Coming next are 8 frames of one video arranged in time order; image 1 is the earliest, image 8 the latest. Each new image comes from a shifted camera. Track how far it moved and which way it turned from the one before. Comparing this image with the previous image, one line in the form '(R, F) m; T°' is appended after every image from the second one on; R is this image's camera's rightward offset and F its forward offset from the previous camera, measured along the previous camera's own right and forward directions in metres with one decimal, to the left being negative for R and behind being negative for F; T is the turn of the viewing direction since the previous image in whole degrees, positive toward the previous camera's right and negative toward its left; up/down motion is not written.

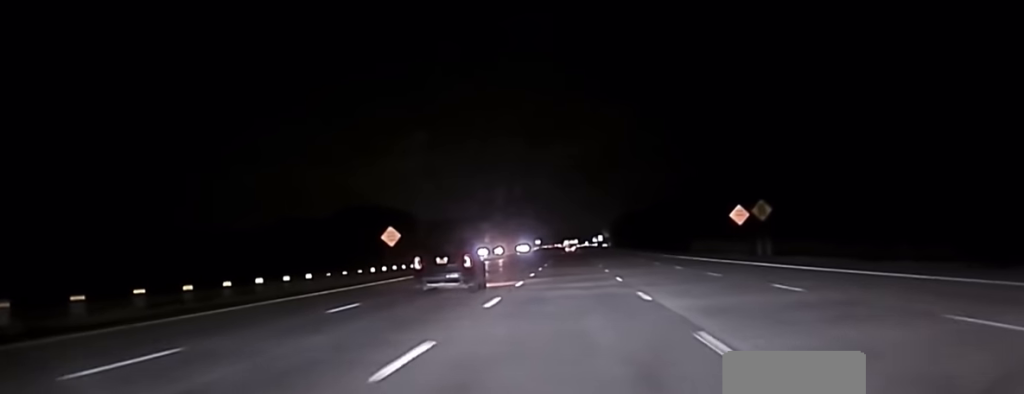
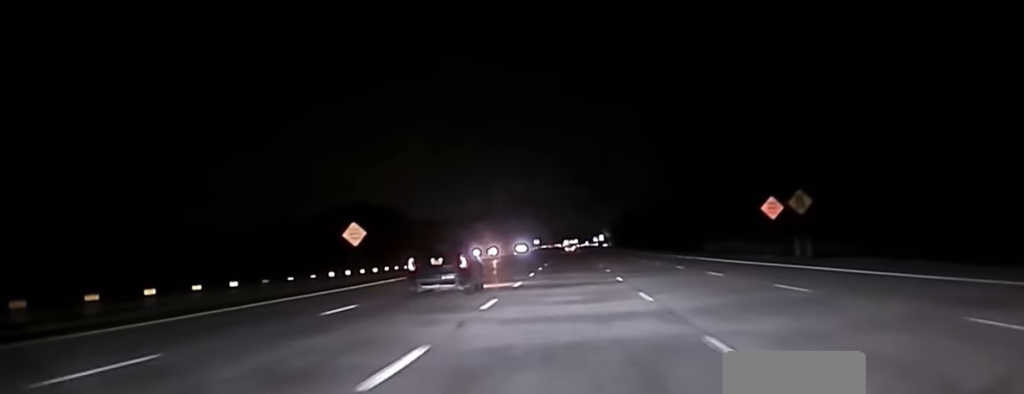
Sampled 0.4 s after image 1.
(0.0, +11.2) m; 0°
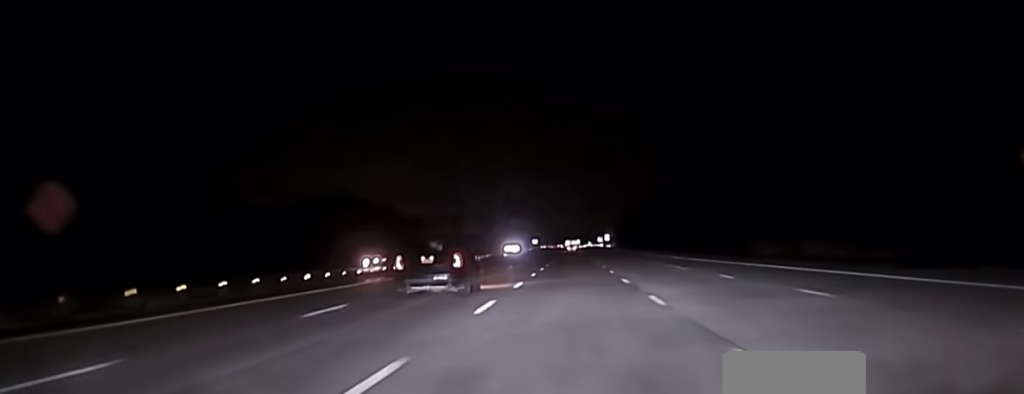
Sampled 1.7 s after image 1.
(+0.1, +38.1) m; 0°
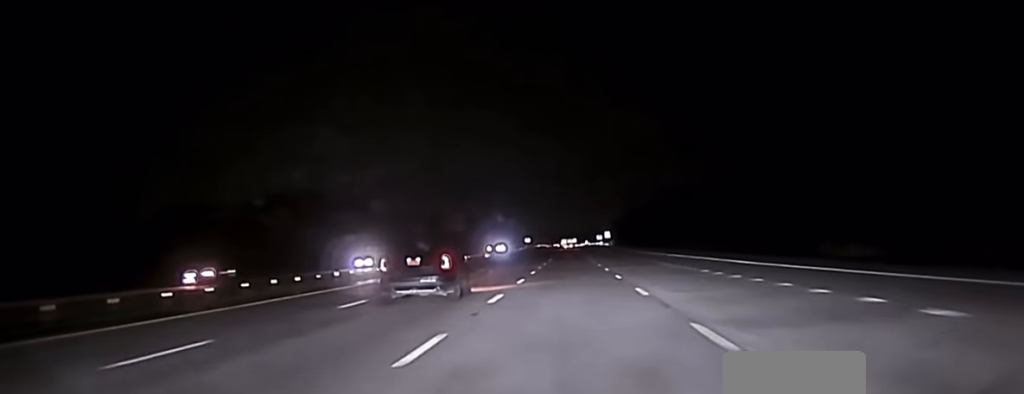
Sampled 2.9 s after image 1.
(0.0, +37.3) m; 0°
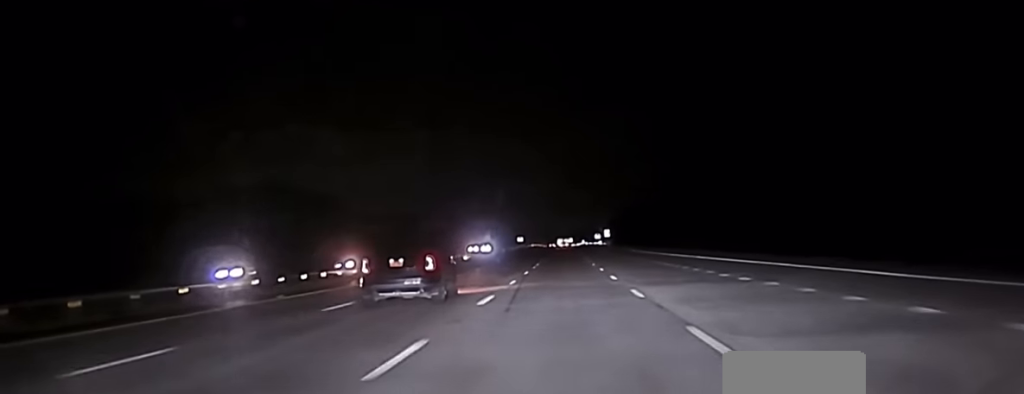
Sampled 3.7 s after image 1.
(0.0, +27.3) m; 0°
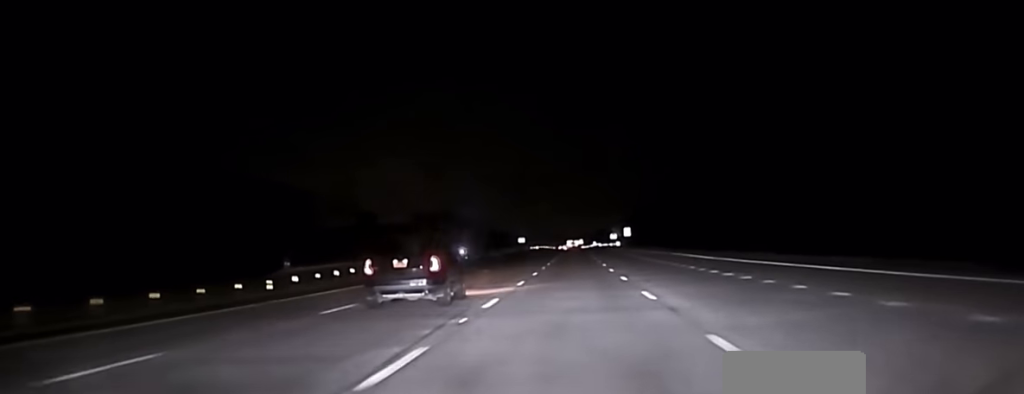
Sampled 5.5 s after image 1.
(-0.4, +48.5) m; -1°
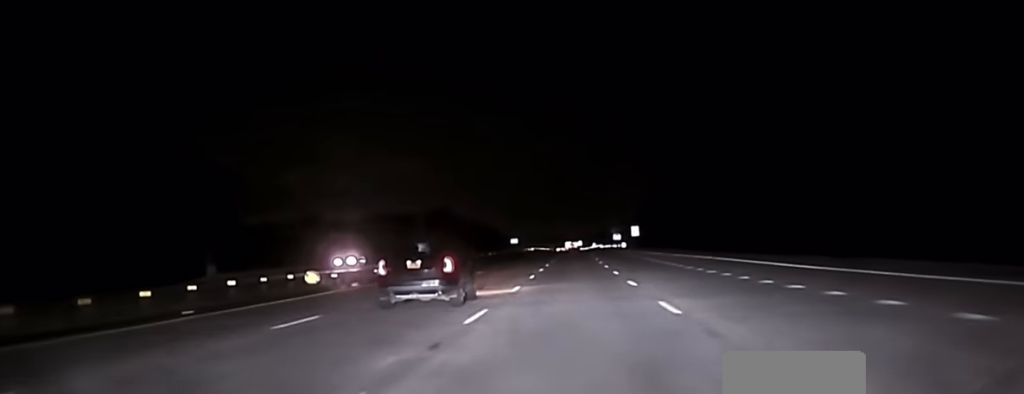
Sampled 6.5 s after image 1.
(-0.1, +24.7) m; 0°
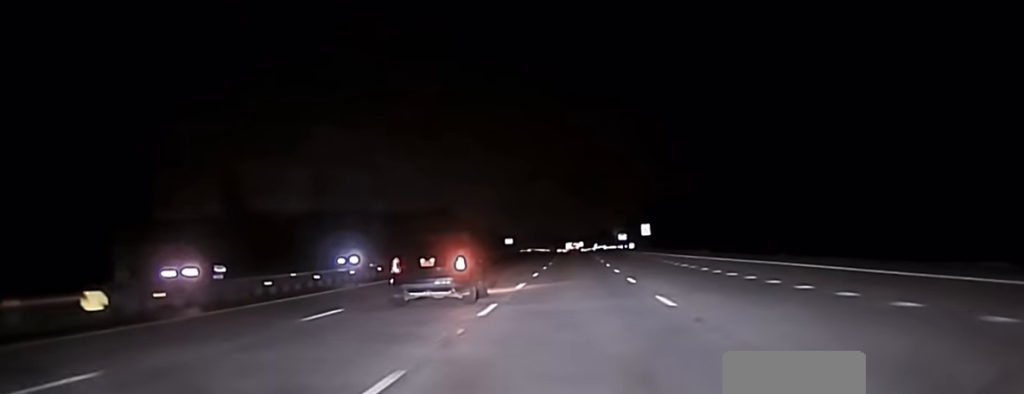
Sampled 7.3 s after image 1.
(+0.2, +20.6) m; +1°
